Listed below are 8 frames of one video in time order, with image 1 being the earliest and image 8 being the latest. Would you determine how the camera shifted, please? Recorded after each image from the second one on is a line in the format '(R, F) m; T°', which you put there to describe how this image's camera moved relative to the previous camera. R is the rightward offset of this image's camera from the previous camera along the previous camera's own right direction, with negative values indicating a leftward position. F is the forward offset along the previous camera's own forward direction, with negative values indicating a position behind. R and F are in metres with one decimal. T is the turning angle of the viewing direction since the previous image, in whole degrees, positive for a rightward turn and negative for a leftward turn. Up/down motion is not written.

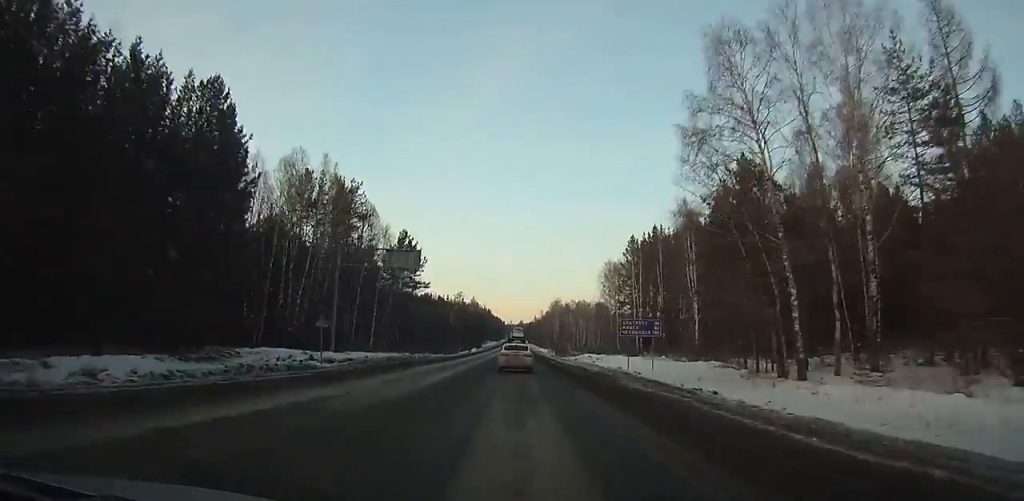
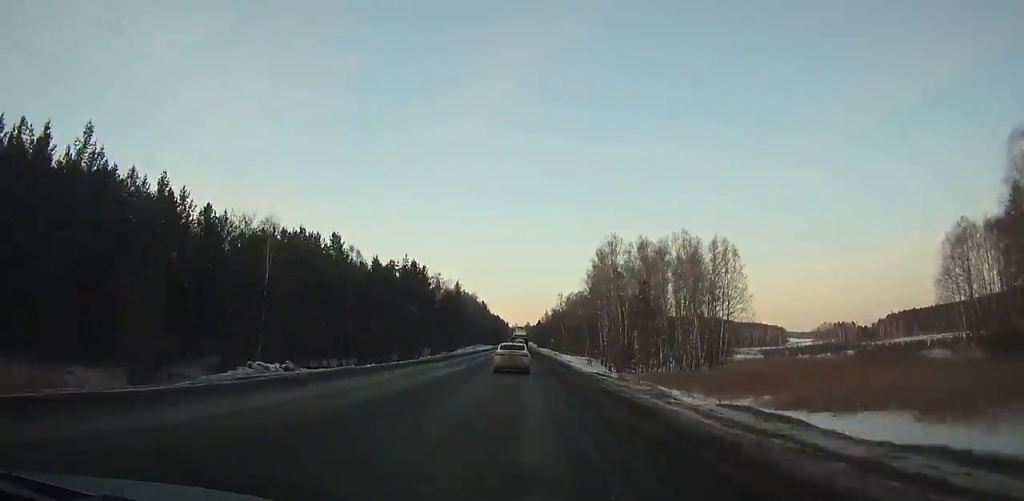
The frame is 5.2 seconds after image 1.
(-0.5, +117.2) m; 0°
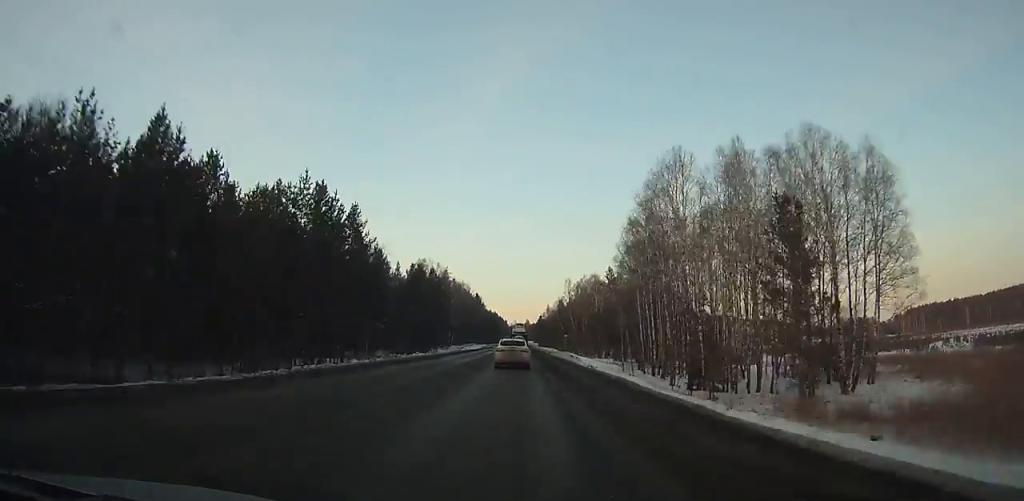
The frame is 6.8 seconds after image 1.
(0.0, +36.4) m; 0°
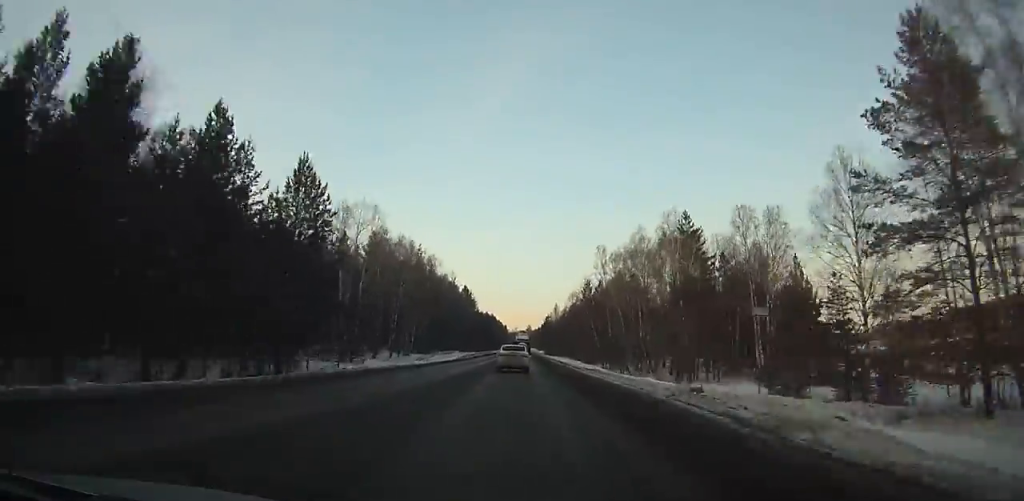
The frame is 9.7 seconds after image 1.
(0.0, +66.1) m; 0°
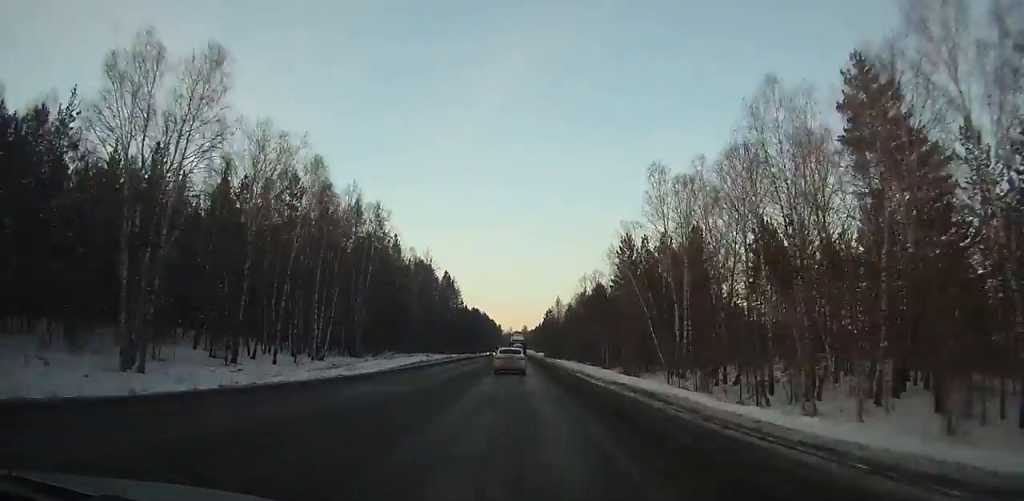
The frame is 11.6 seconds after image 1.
(0.0, +42.9) m; 0°
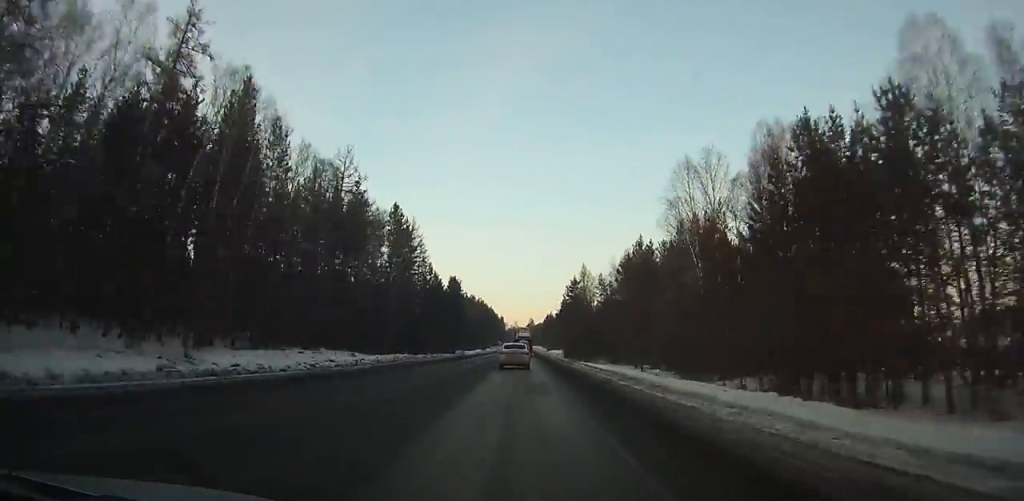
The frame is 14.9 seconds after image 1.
(-0.2, +73.9) m; 0°
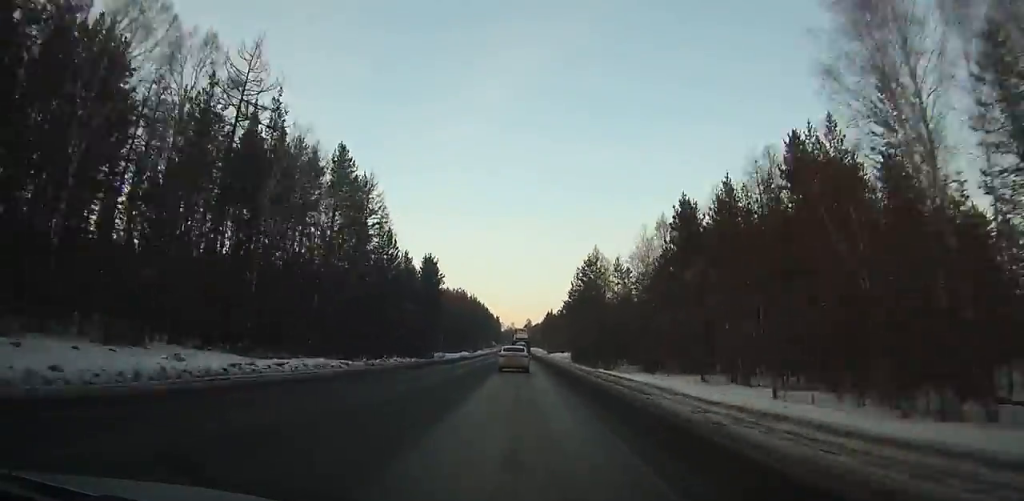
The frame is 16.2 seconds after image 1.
(0.0, +28.8) m; 0°
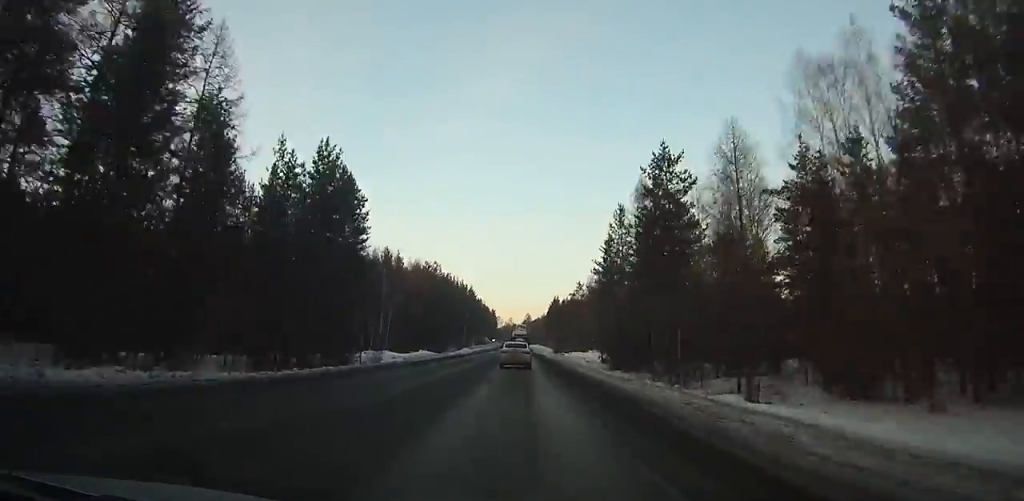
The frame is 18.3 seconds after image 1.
(+0.2, +45.9) m; 0°
